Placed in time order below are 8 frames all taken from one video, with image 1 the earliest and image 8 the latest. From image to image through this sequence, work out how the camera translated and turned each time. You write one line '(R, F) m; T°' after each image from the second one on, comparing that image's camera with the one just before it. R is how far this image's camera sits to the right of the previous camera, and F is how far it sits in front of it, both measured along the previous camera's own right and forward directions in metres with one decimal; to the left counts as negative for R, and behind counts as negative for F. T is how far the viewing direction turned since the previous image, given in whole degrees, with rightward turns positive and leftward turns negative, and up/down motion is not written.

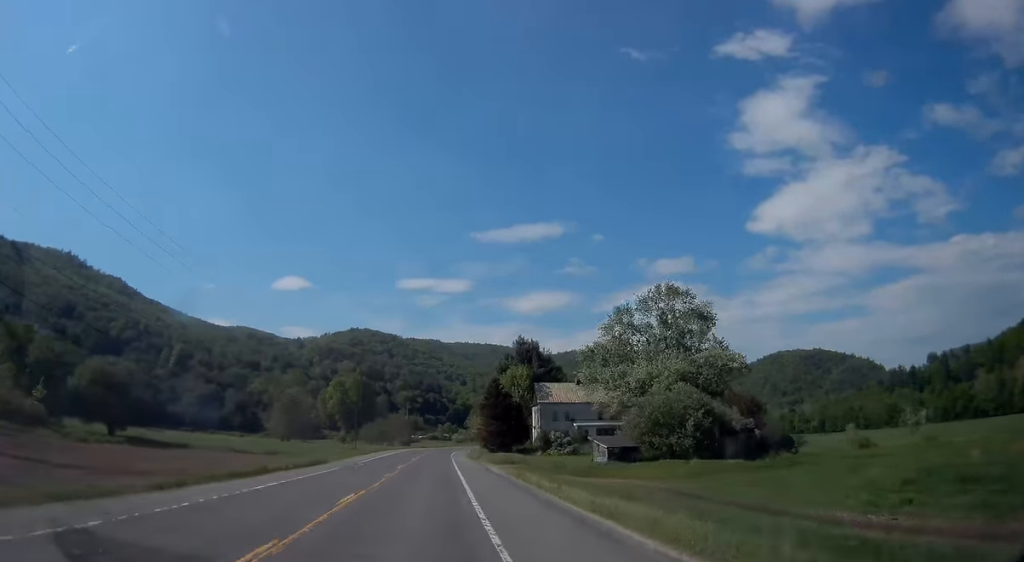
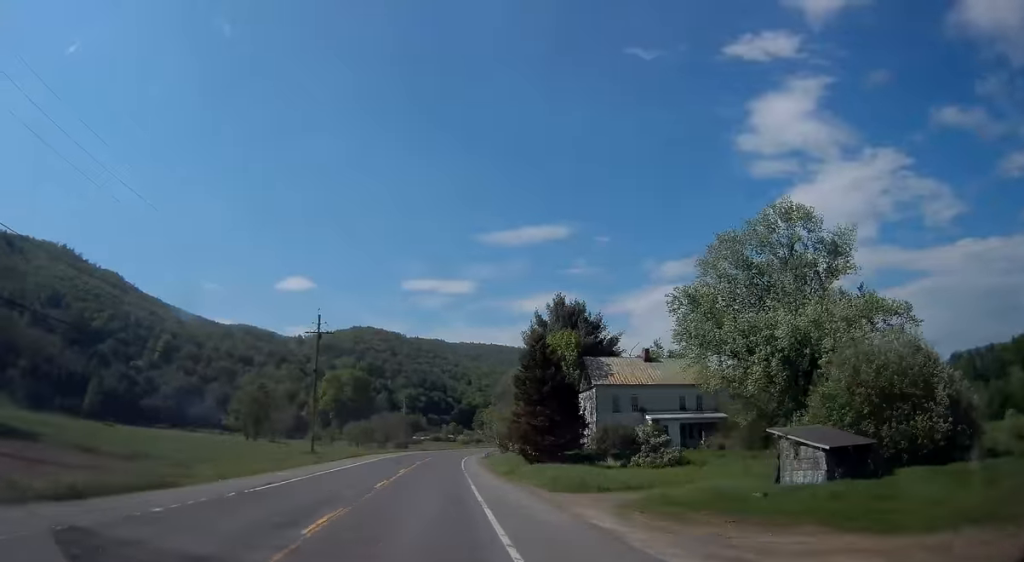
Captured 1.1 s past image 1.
(+0.1, +29.4) m; 0°
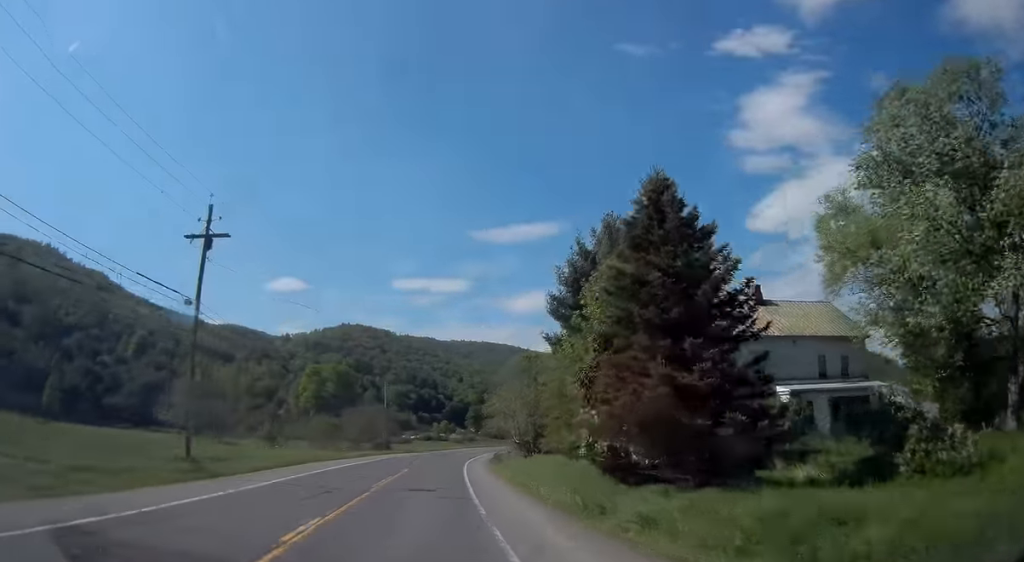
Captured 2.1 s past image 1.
(-0.2, +25.1) m; 0°
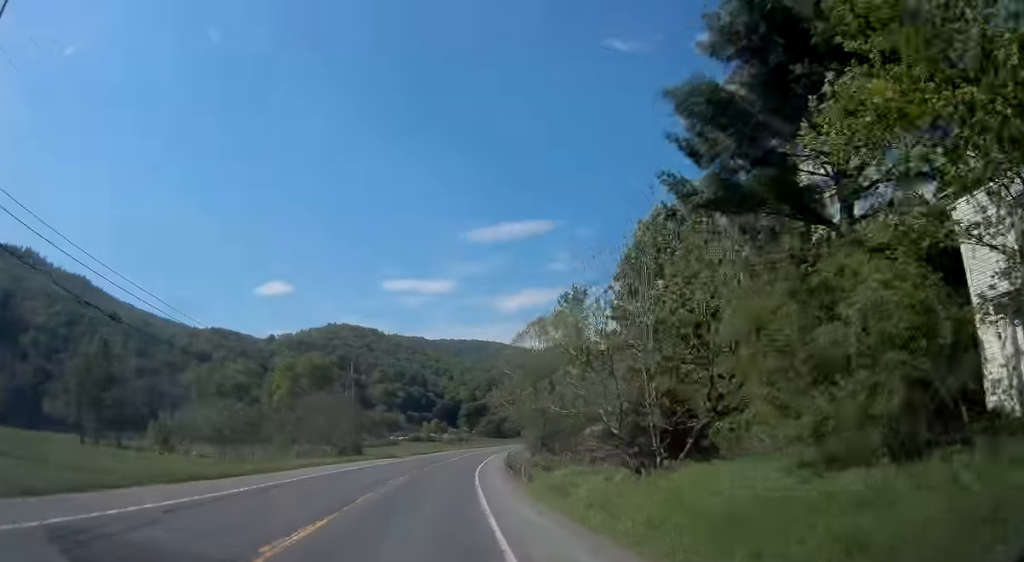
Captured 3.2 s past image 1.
(+0.1, +28.6) m; +1°
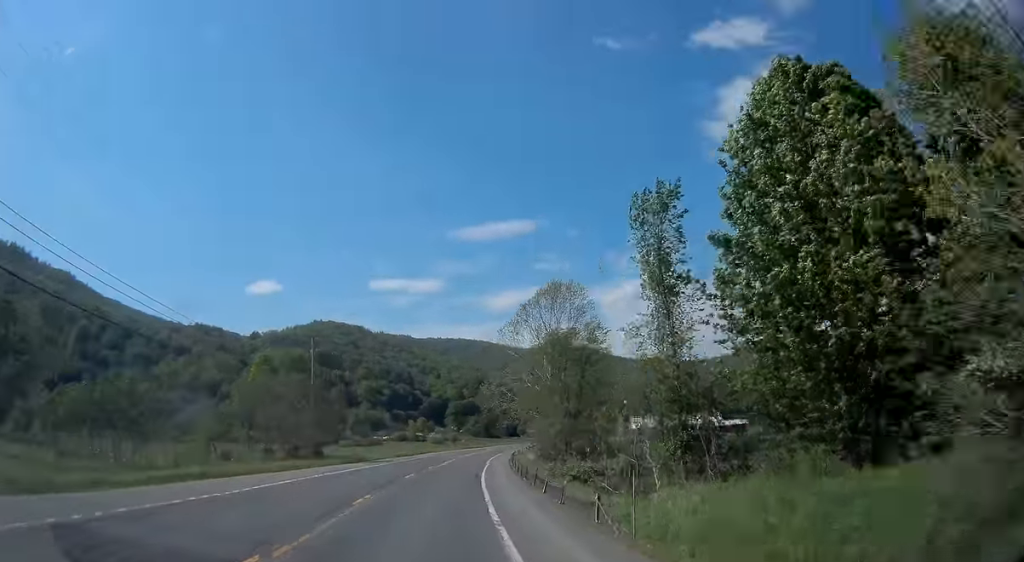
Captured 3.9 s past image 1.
(+0.2, +17.4) m; +1°
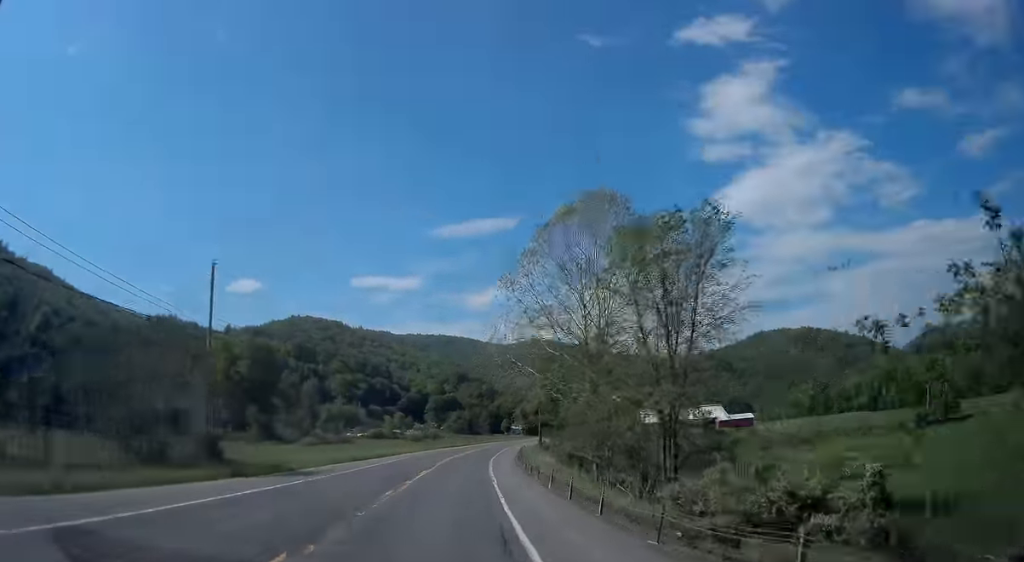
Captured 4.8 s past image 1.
(+0.3, +23.6) m; +1°
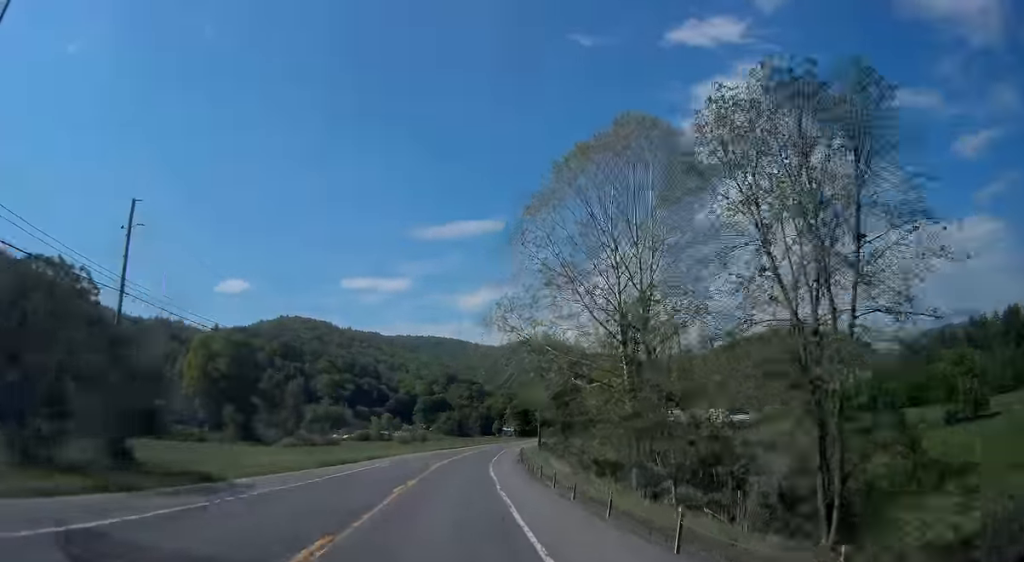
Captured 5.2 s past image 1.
(0.0, +10.4) m; +1°
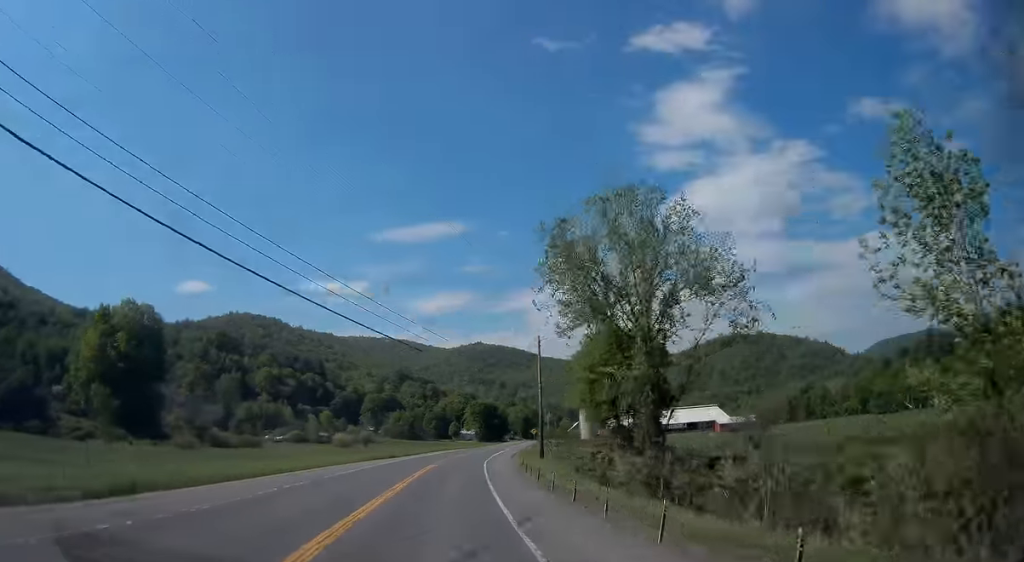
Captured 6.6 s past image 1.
(+1.1, +38.6) m; +4°
